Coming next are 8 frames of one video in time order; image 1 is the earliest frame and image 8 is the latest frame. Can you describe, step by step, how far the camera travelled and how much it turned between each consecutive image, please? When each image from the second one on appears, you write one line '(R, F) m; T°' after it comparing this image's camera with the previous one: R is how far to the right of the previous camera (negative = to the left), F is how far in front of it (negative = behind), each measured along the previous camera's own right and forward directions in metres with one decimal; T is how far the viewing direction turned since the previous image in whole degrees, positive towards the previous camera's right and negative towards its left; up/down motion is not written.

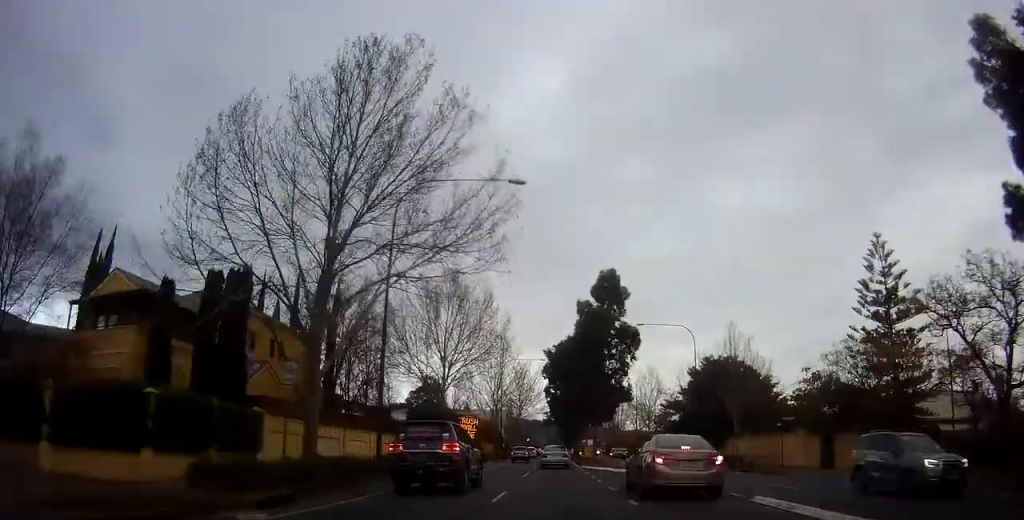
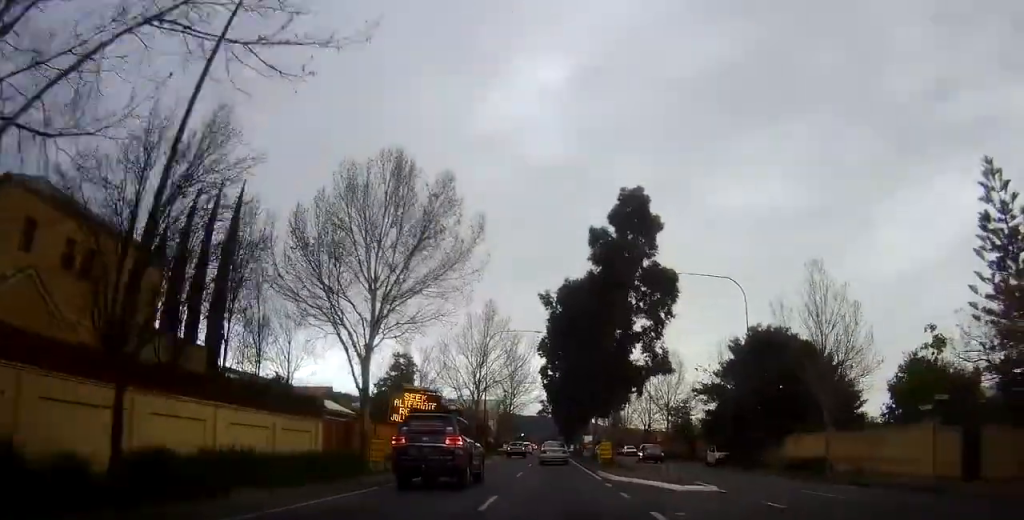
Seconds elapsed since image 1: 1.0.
(+0.8, +15.0) m; 0°
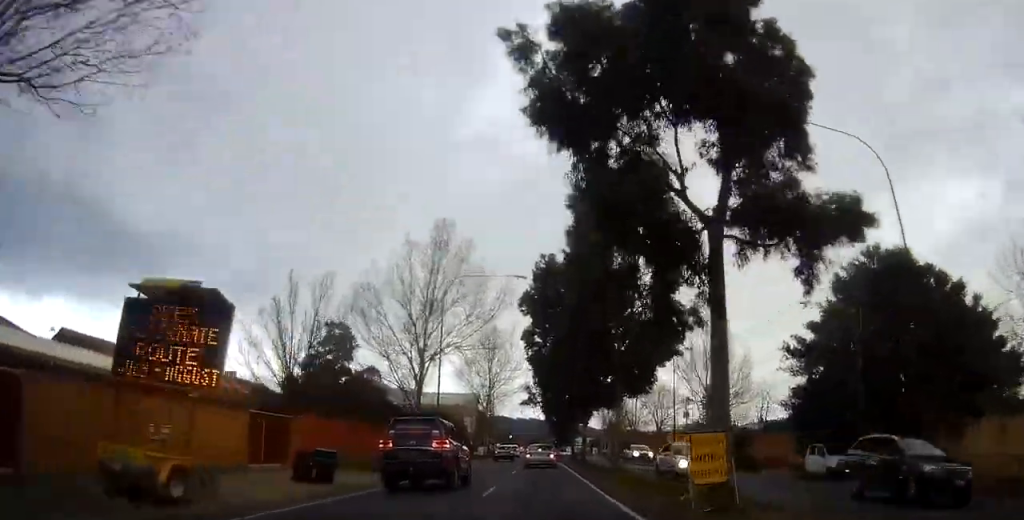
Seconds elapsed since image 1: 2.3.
(-0.8, +20.1) m; 0°
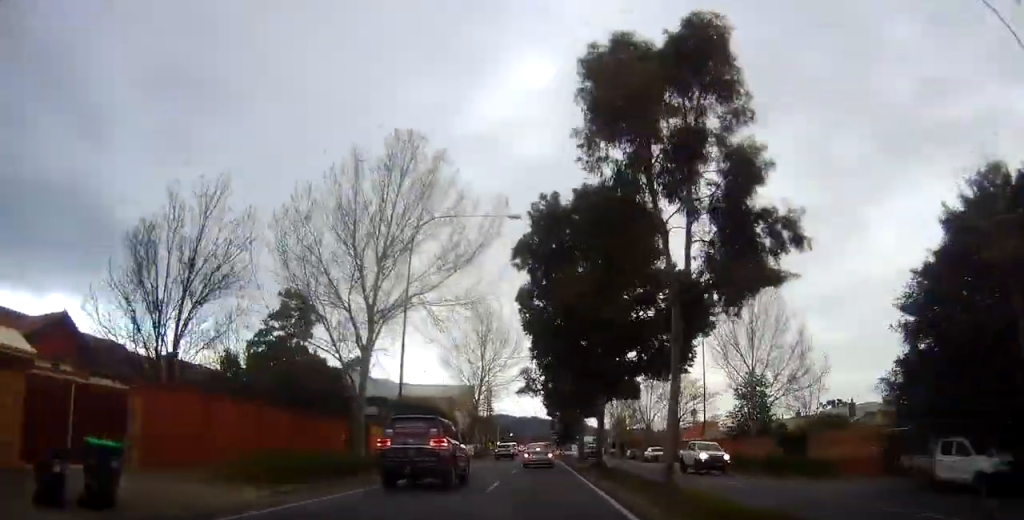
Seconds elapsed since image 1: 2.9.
(+0.1, +10.3) m; +2°
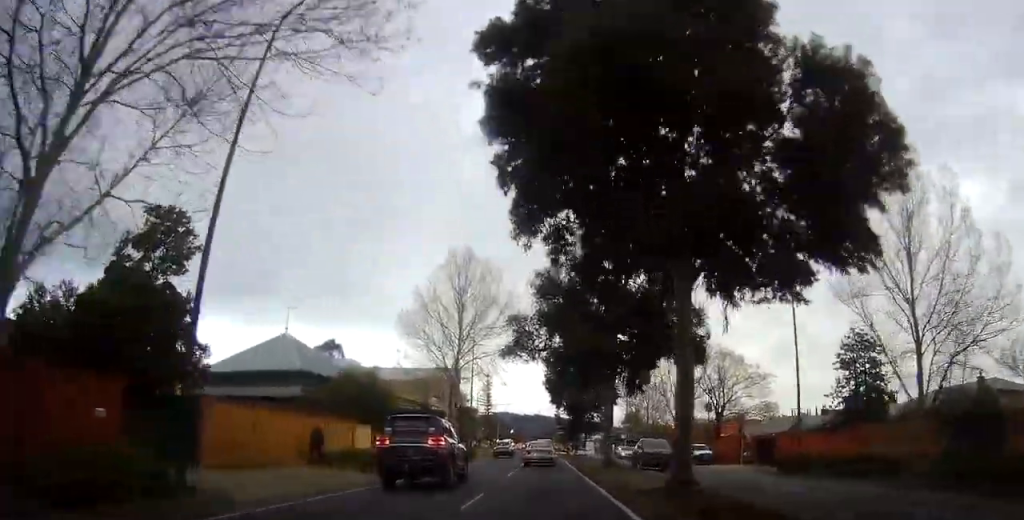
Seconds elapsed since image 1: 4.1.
(+0.3, +17.6) m; -2°
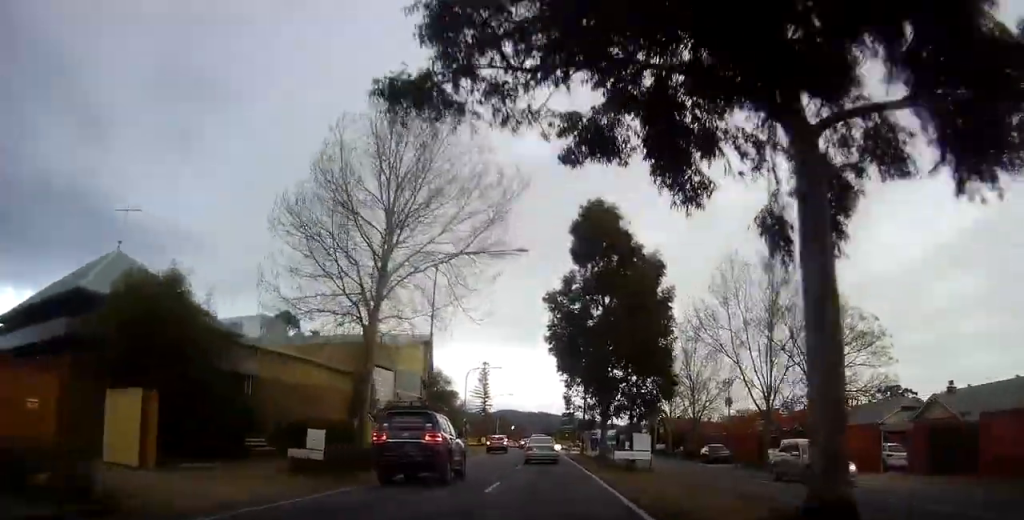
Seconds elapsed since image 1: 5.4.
(-1.1, +20.9) m; -1°
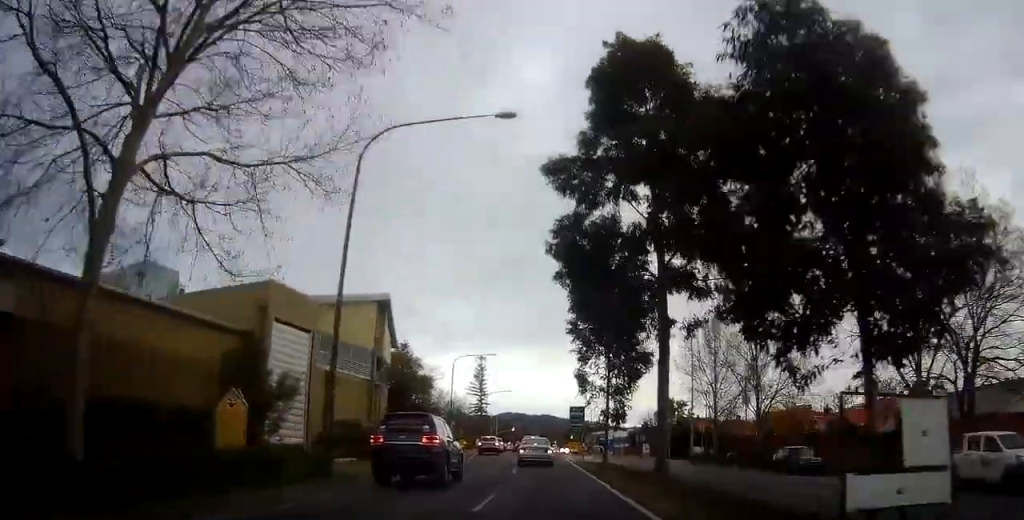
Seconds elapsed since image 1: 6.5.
(+0.5, +15.4) m; +3°
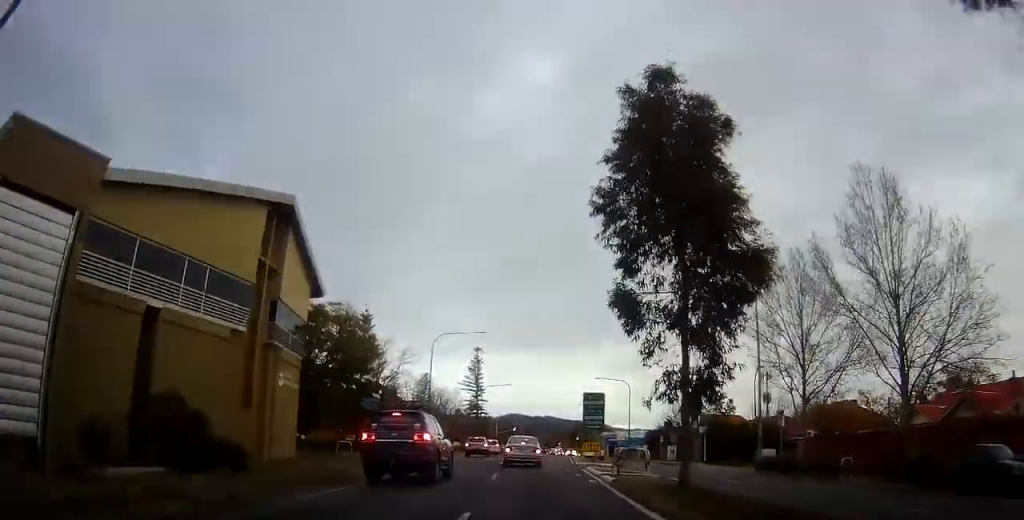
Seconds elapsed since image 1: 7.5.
(+0.1, +15.5) m; -1°
